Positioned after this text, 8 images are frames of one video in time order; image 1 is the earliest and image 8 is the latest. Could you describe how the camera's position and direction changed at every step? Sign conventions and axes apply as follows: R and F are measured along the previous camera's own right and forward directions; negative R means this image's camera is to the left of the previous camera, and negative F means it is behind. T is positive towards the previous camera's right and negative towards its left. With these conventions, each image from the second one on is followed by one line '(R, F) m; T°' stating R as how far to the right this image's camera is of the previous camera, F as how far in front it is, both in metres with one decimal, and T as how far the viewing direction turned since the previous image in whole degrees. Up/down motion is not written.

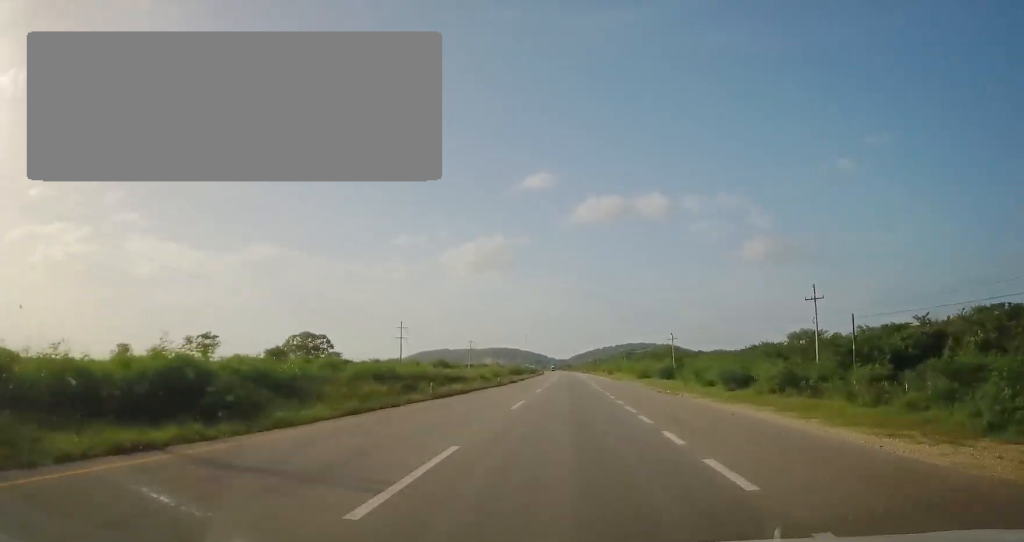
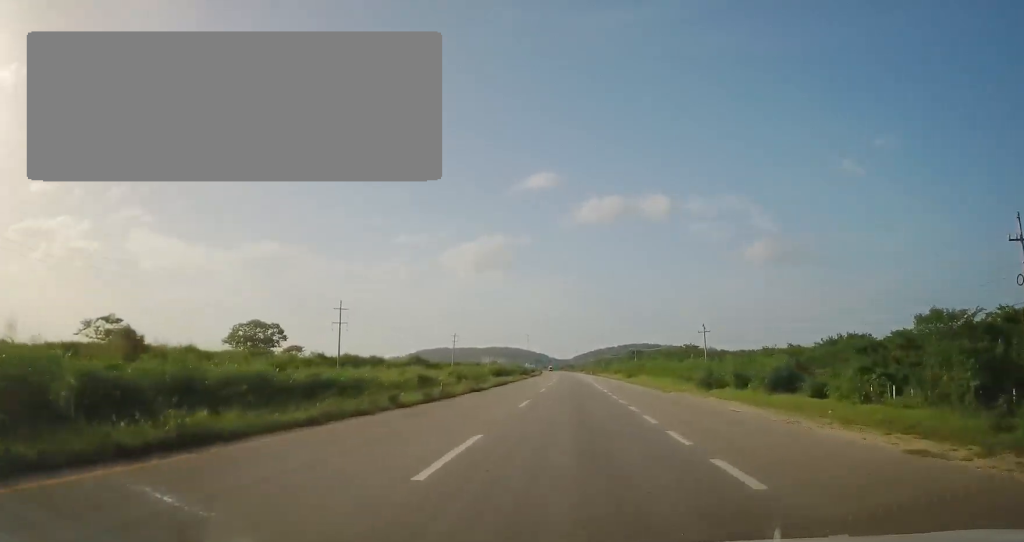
(0.0, +27.8) m; 0°
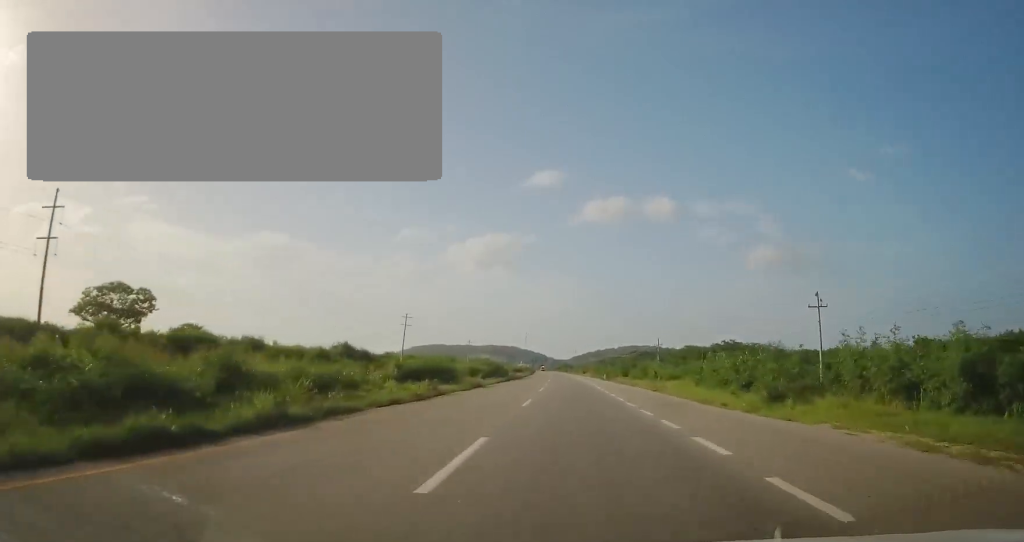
(0.0, +45.3) m; +1°
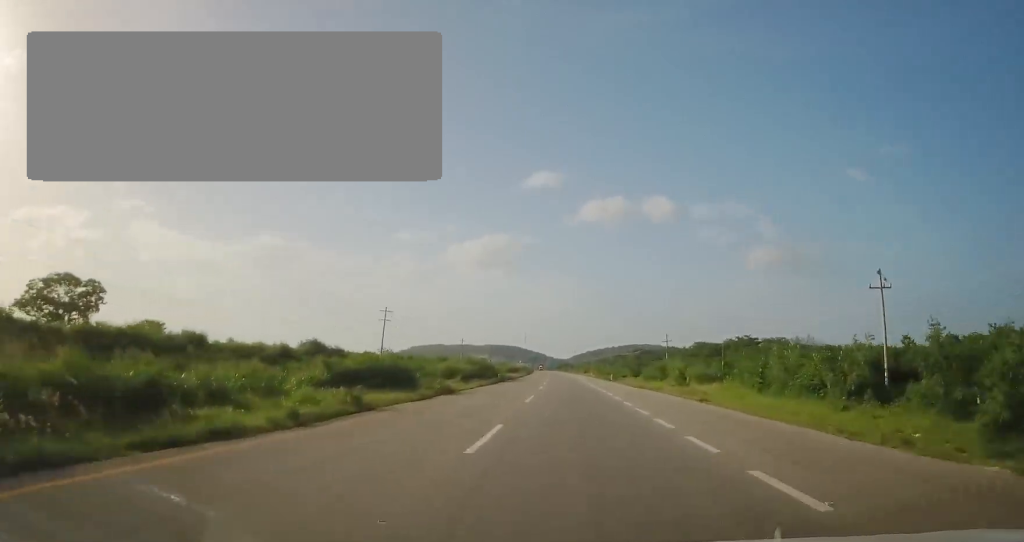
(+0.2, +11.7) m; 0°
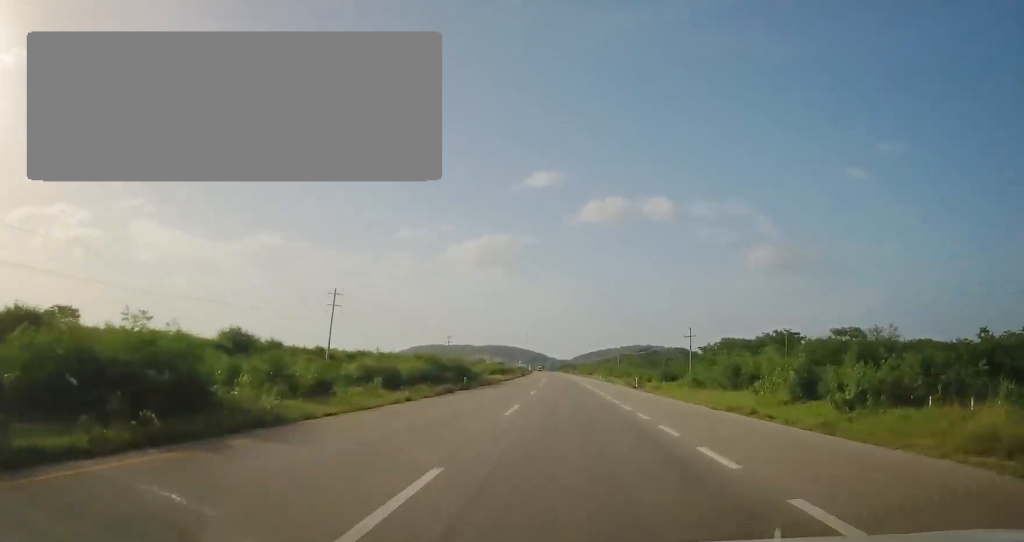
(+0.2, +21.6) m; 0°
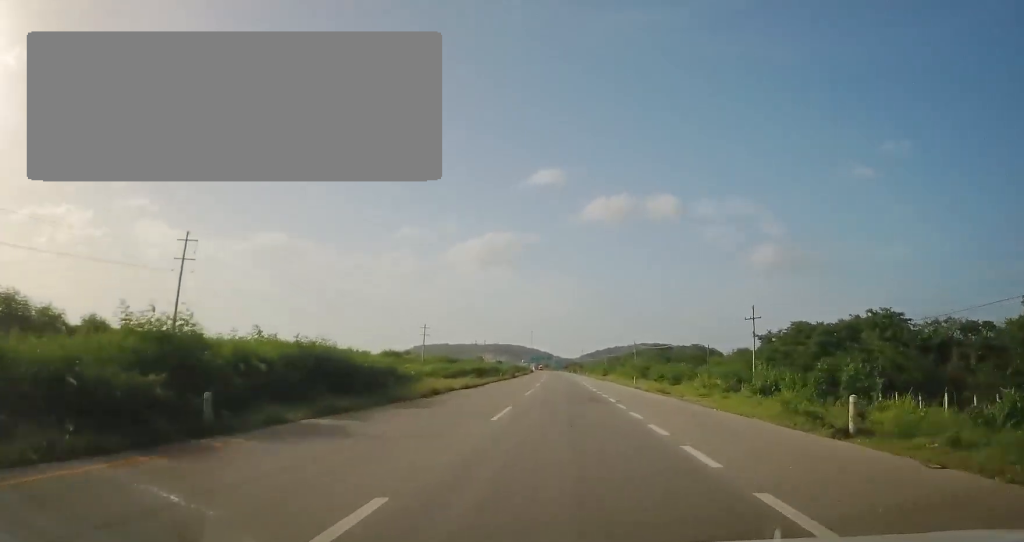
(-0.5, +31.6) m; -1°
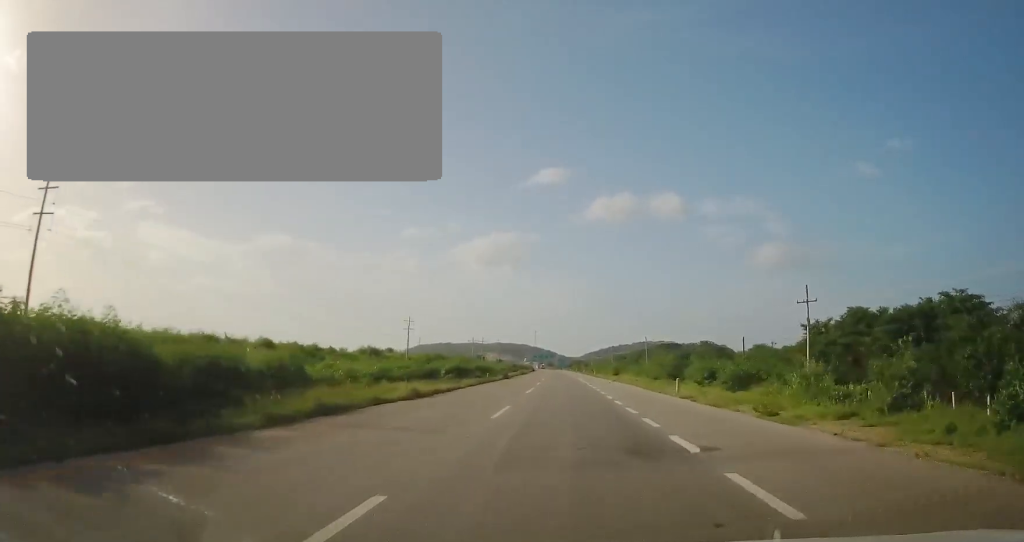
(+0.1, +14.9) m; -1°
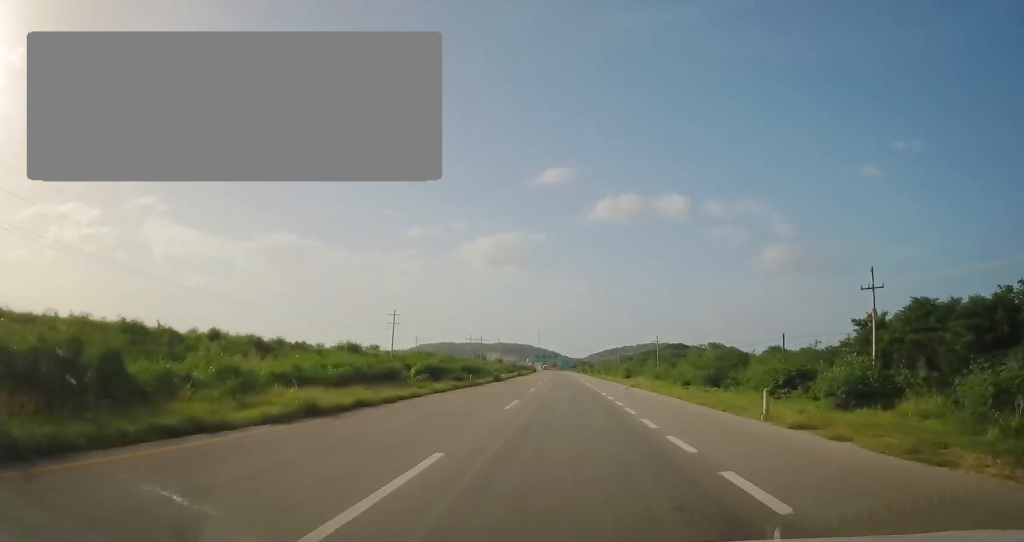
(-0.2, +11.7) m; 0°
